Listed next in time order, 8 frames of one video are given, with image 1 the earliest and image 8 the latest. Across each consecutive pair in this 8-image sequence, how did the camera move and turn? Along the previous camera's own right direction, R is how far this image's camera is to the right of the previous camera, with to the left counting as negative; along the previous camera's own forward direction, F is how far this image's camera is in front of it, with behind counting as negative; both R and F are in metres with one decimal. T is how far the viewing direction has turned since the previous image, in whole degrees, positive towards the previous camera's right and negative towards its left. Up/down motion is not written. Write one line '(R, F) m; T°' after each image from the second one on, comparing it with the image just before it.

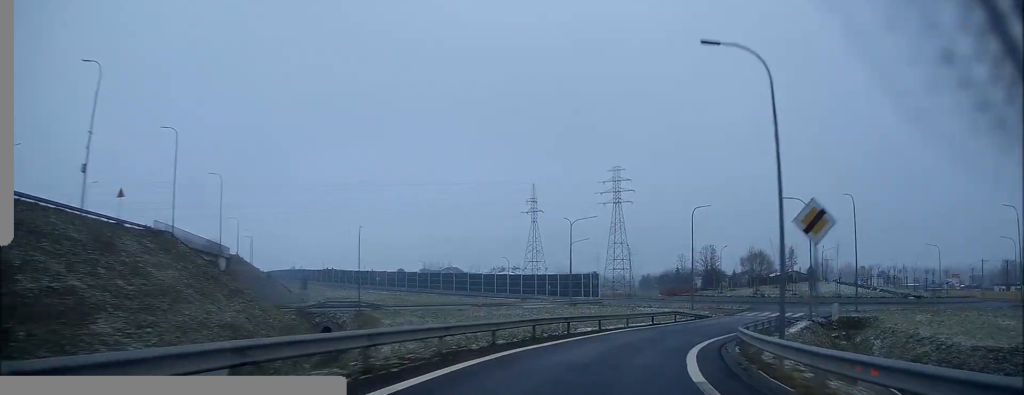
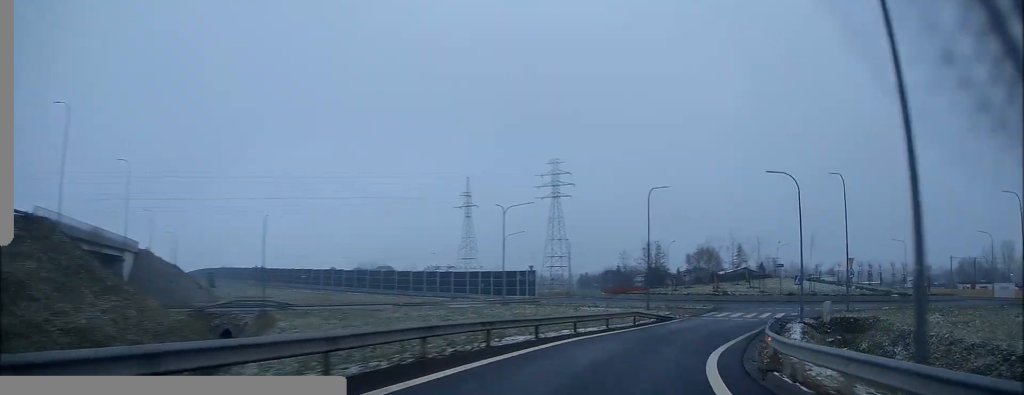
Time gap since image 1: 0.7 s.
(+0.5, +9.1) m; +4°
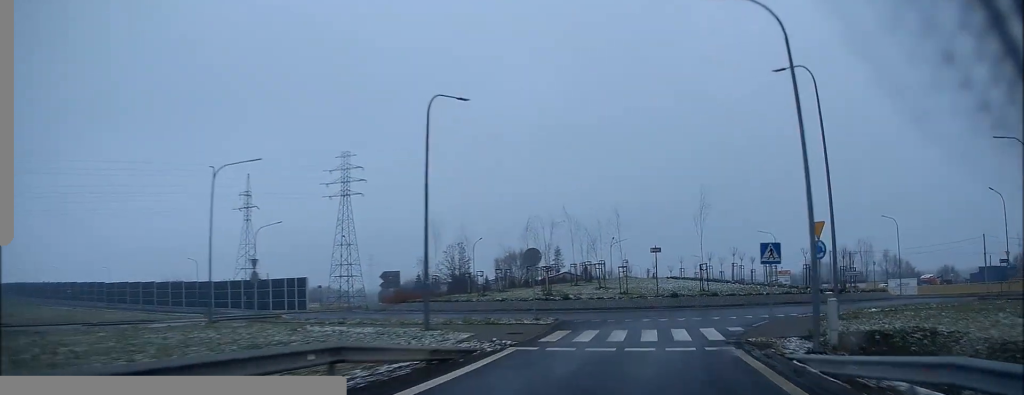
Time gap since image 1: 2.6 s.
(+2.9, +22.6) m; +17°
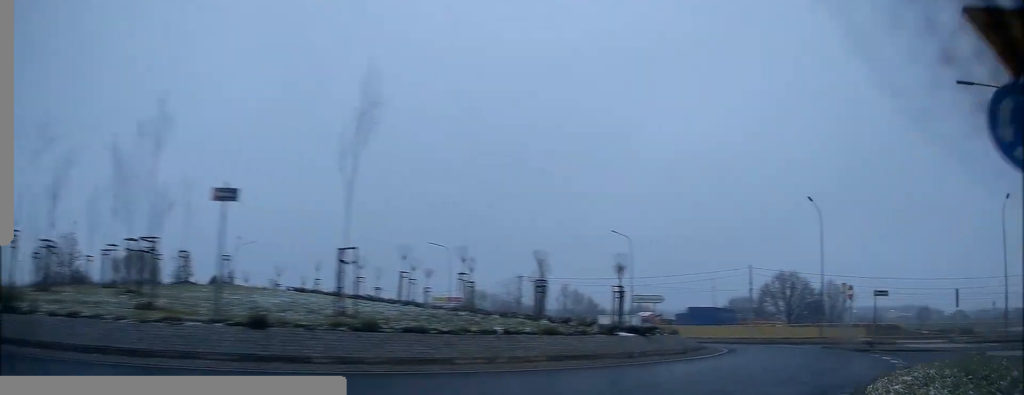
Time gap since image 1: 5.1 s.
(+5.5, +23.2) m; +34°
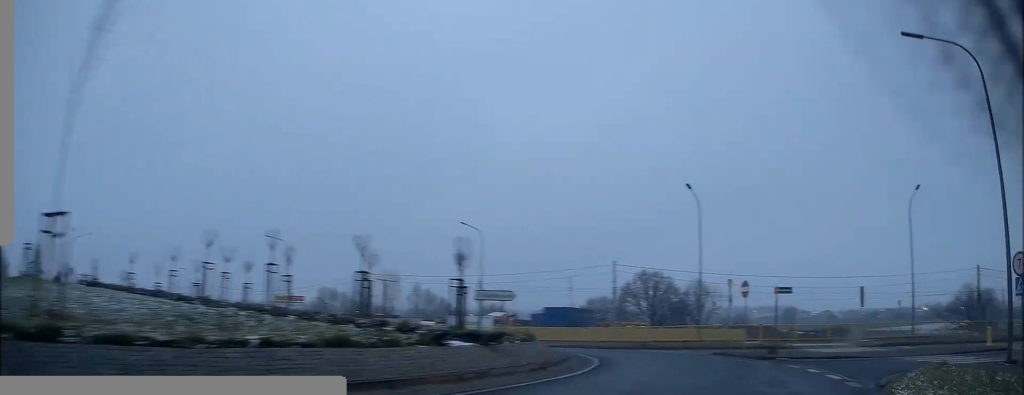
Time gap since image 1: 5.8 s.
(+1.0, +5.9) m; +12°
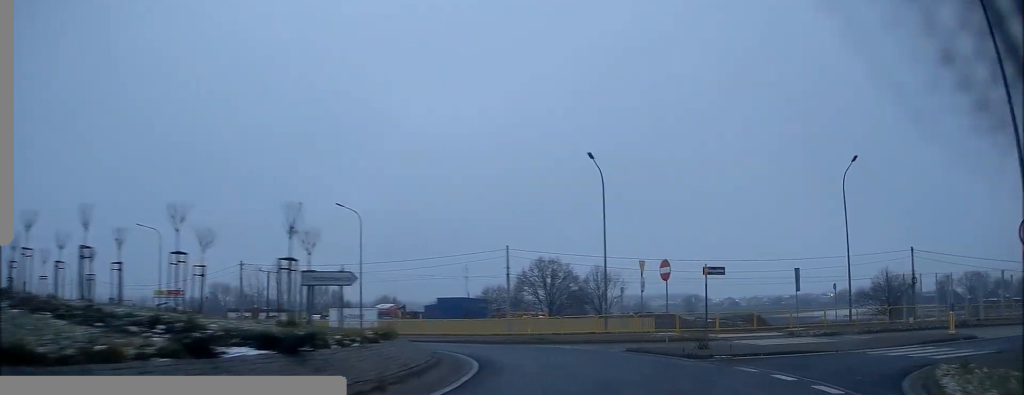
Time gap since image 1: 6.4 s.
(+0.6, +5.5) m; +8°
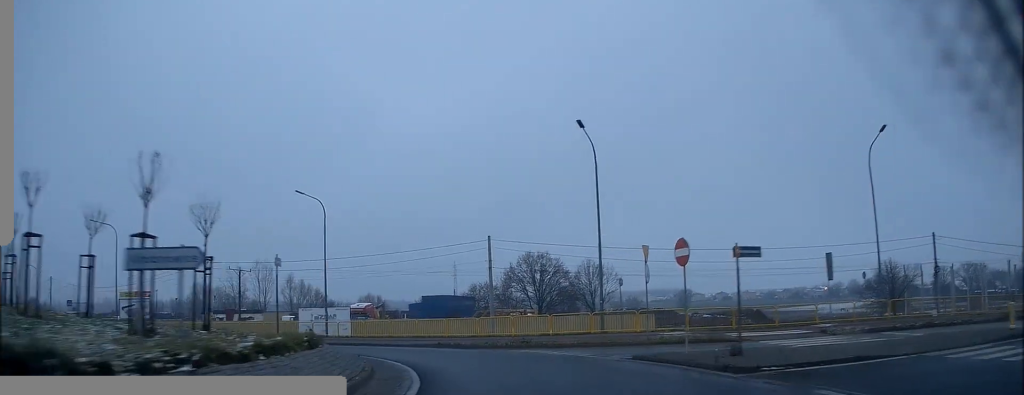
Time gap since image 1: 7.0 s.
(+0.6, +5.5) m; +5°
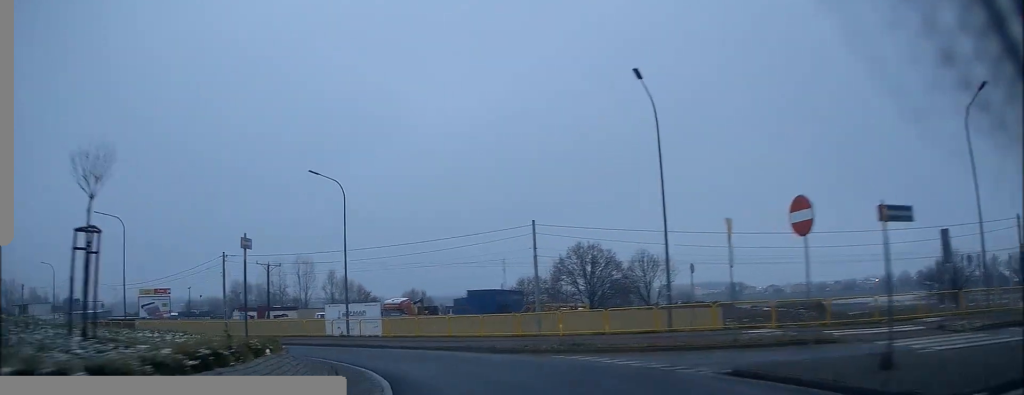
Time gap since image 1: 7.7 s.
(0.0, +5.7) m; -4°
